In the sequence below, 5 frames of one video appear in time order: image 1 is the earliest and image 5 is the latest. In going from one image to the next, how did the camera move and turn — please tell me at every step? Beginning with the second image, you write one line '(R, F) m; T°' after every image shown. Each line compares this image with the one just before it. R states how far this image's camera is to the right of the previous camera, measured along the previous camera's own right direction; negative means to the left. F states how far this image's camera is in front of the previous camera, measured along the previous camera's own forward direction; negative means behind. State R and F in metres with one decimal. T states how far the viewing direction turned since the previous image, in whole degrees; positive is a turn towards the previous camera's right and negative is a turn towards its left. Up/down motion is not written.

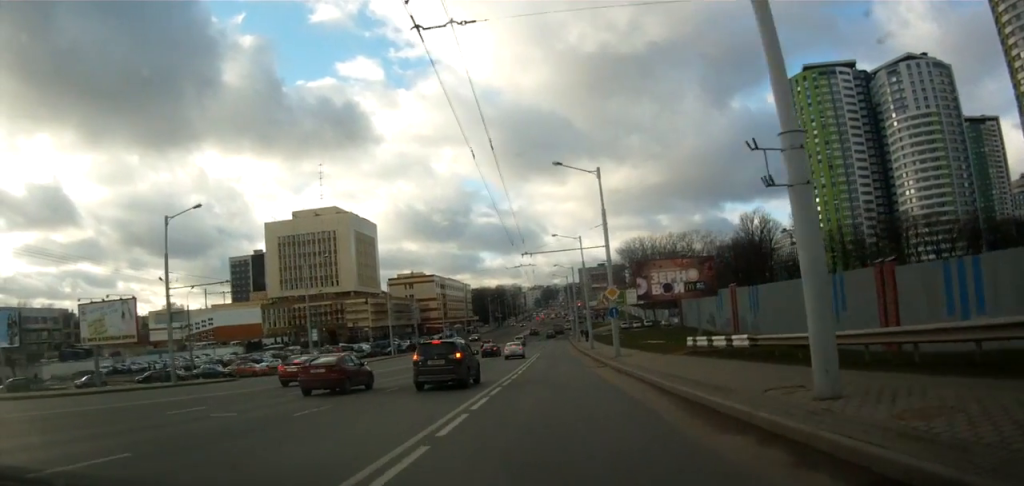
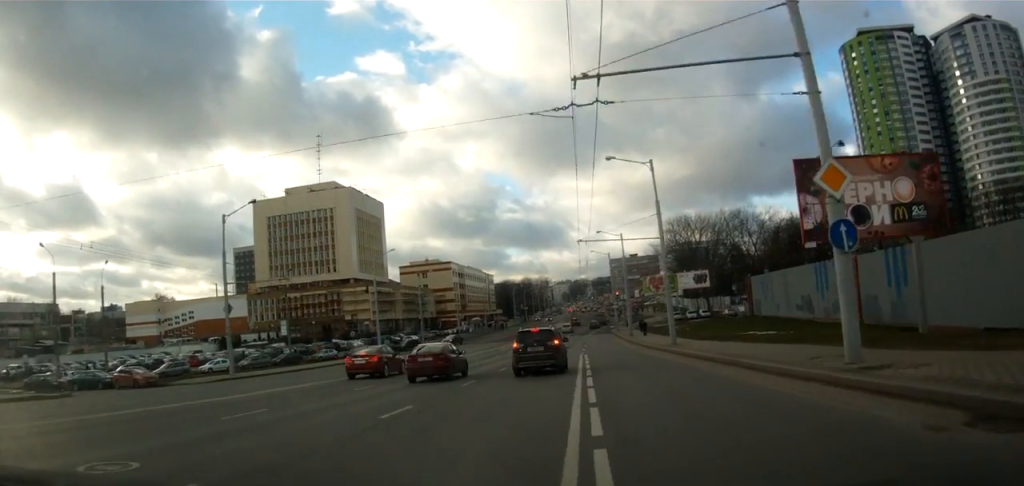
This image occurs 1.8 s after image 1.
(0.0, +25.4) m; +1°
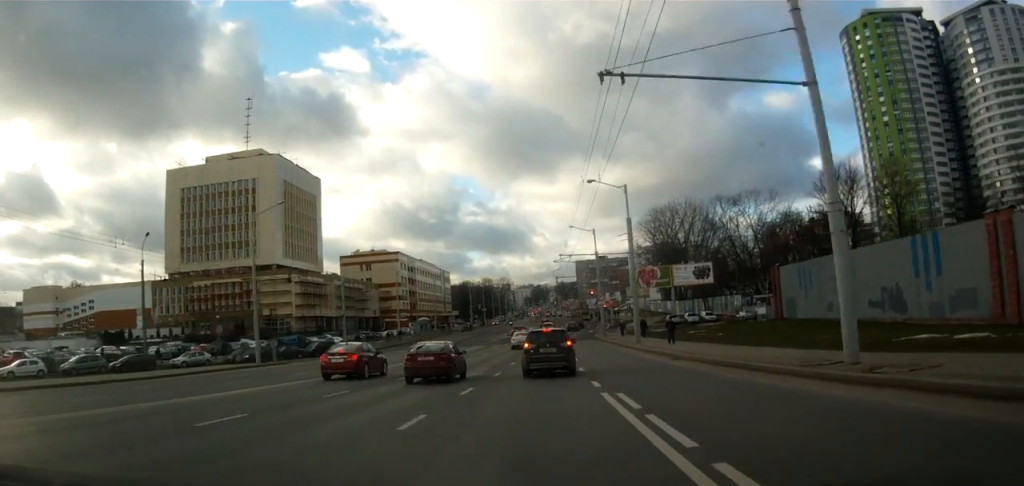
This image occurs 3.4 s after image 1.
(+0.8, +24.6) m; +3°
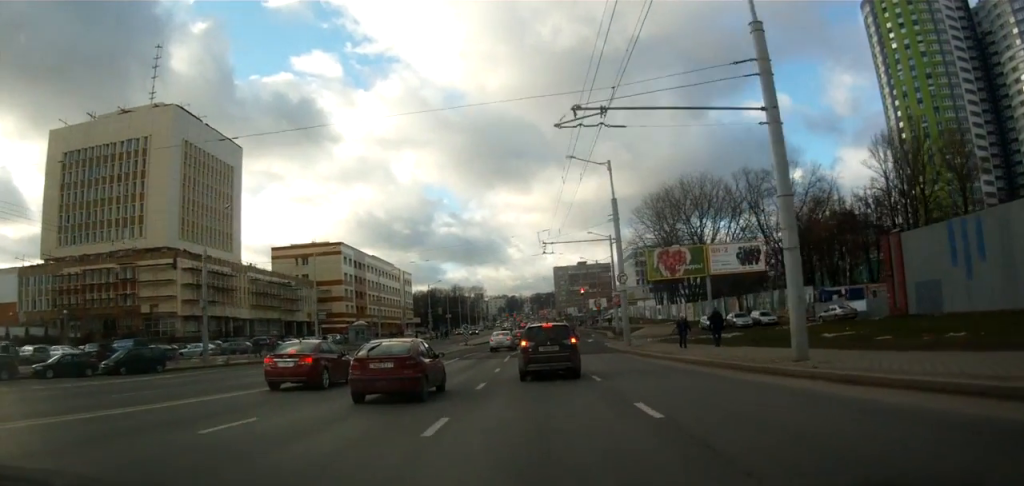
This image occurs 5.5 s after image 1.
(-0.4, +30.8) m; -3°
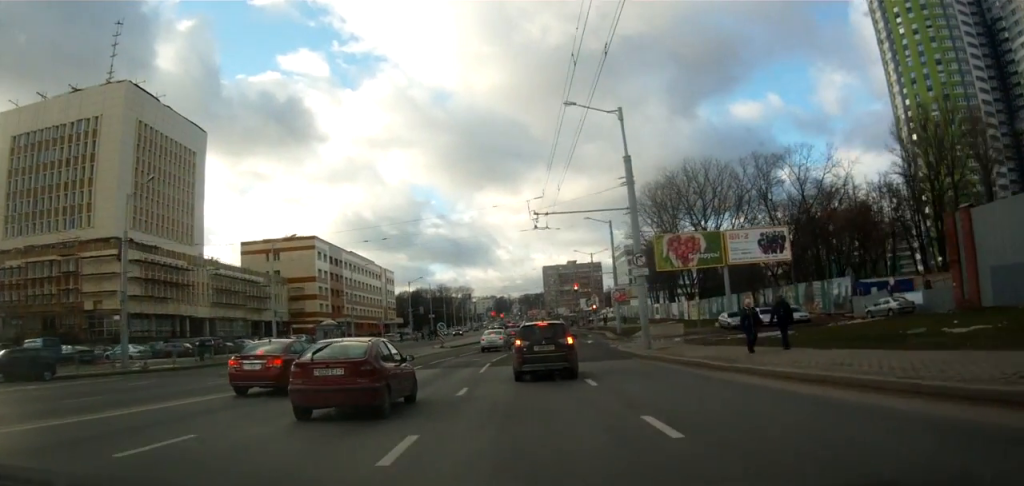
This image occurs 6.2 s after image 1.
(-0.2, +9.7) m; 0°
